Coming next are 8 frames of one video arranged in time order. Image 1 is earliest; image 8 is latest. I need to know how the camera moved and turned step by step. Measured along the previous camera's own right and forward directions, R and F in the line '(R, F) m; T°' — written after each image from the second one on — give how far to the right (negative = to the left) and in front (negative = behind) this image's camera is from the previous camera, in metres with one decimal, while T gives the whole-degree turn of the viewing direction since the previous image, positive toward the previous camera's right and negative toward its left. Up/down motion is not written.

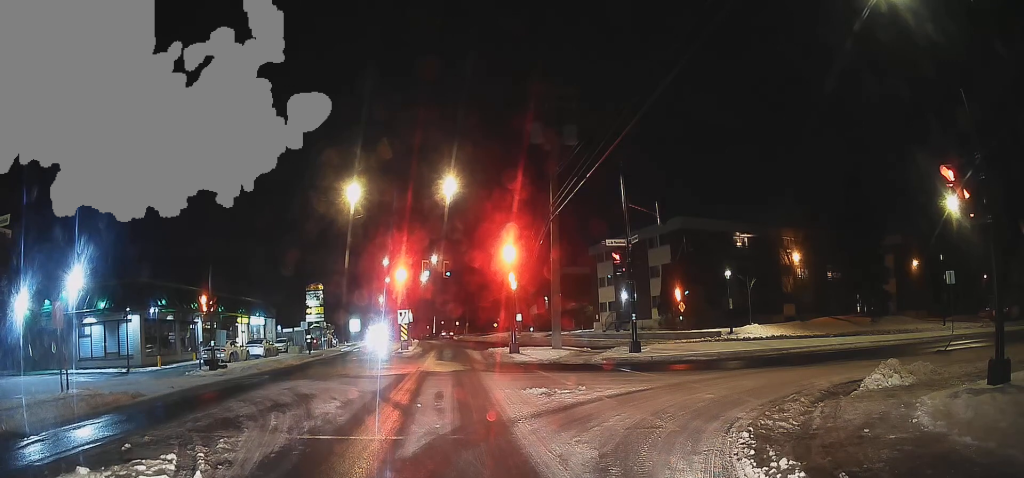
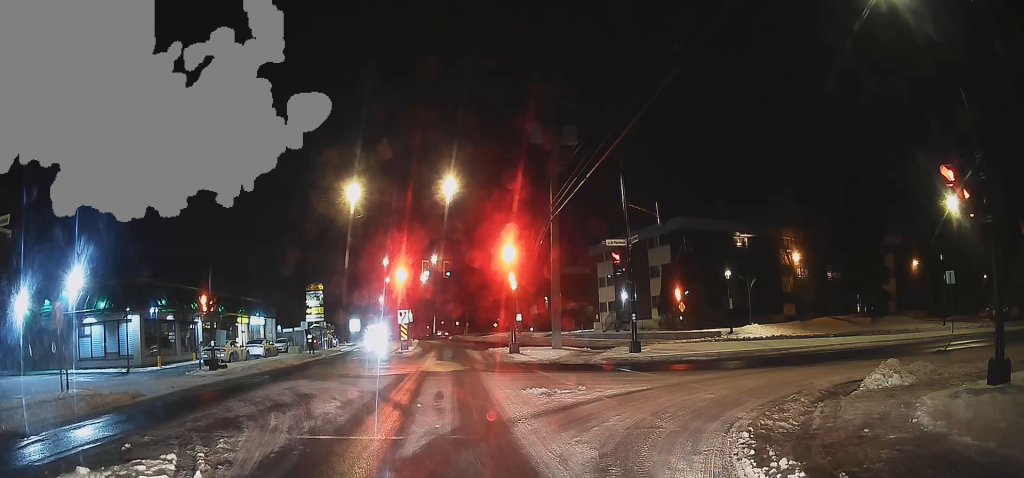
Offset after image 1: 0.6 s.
(0.0, 0.0) m; 0°
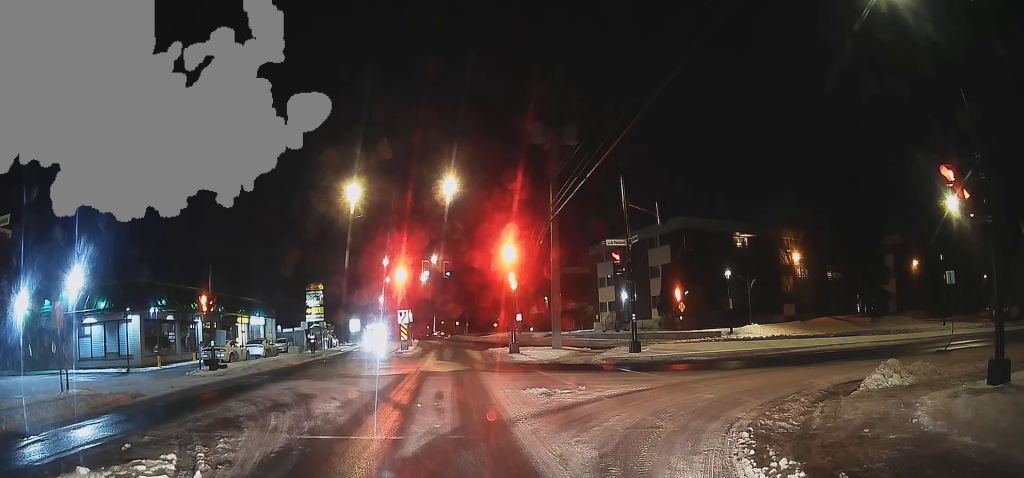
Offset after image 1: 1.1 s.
(0.0, 0.0) m; 0°
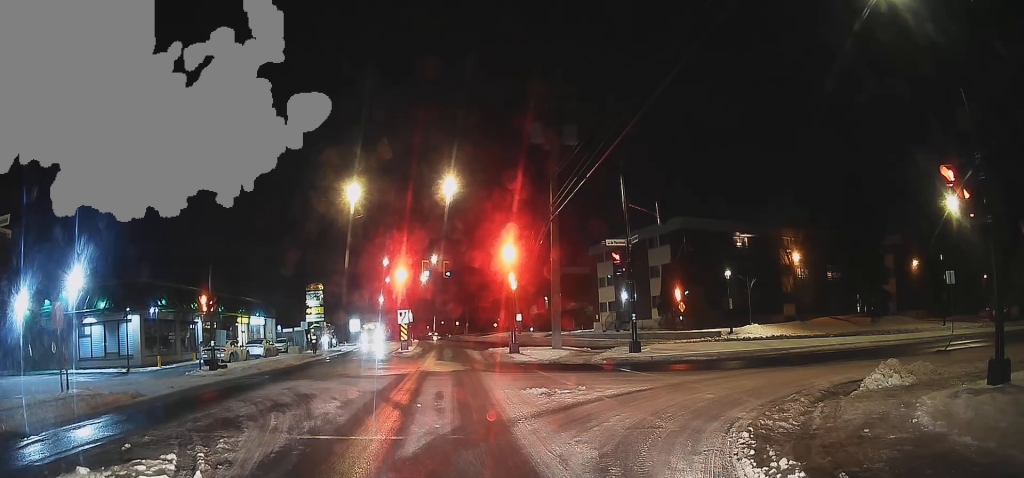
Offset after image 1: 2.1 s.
(0.0, 0.0) m; 0°
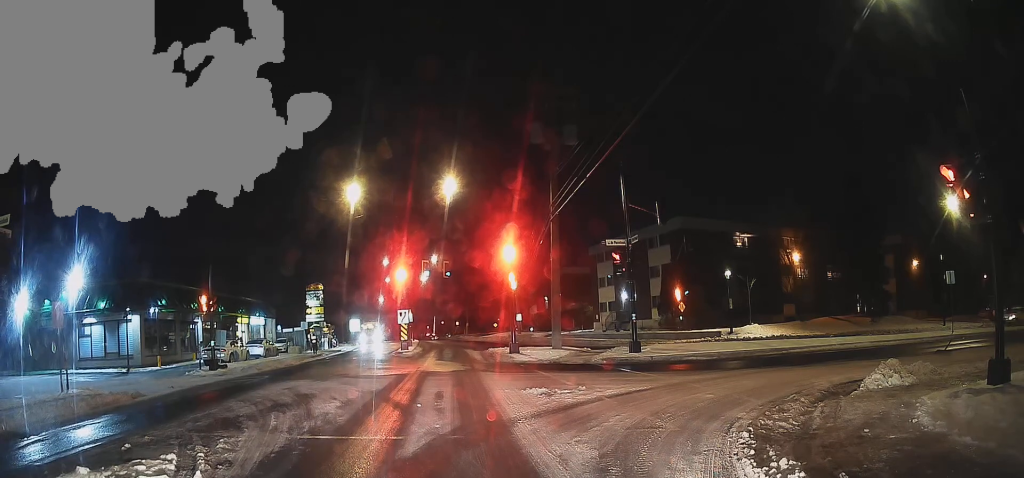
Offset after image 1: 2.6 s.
(0.0, 0.0) m; 0°
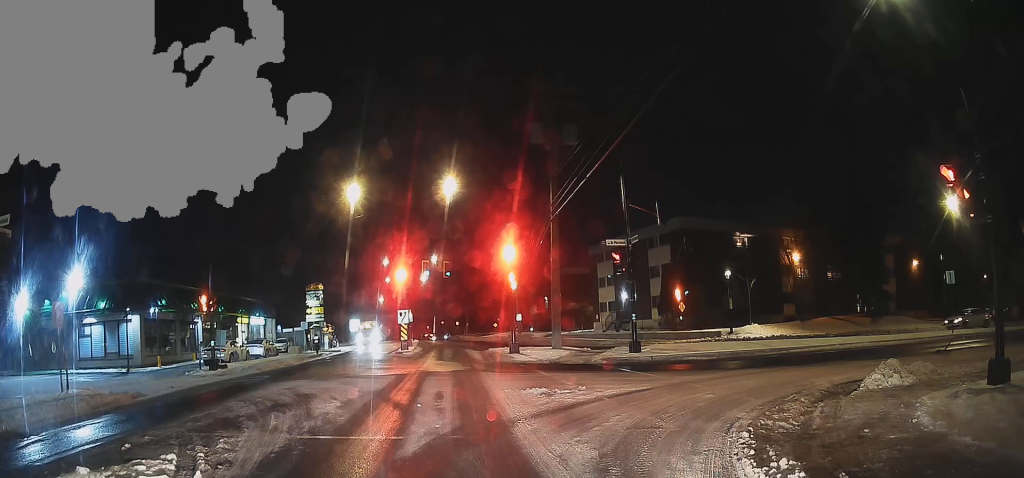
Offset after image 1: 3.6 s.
(0.0, 0.0) m; 0°
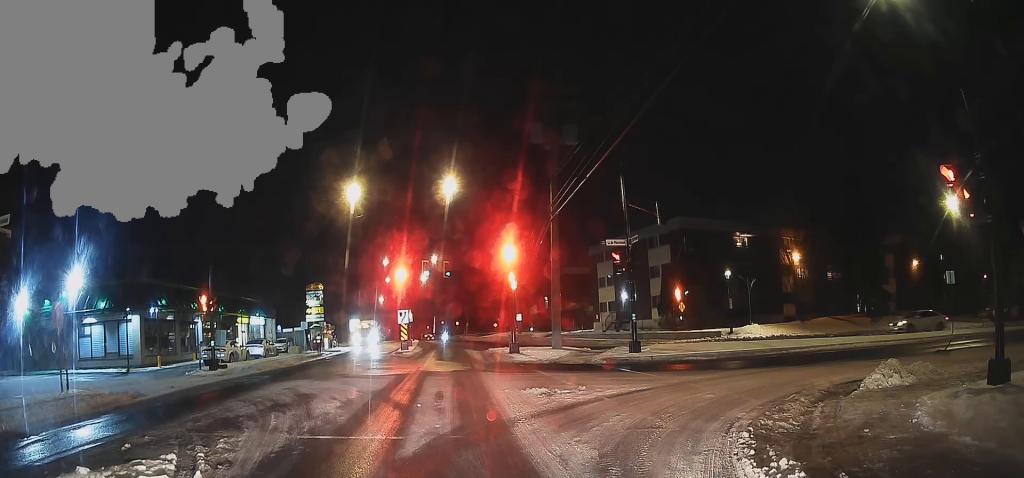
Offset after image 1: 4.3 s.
(0.0, 0.0) m; 0°
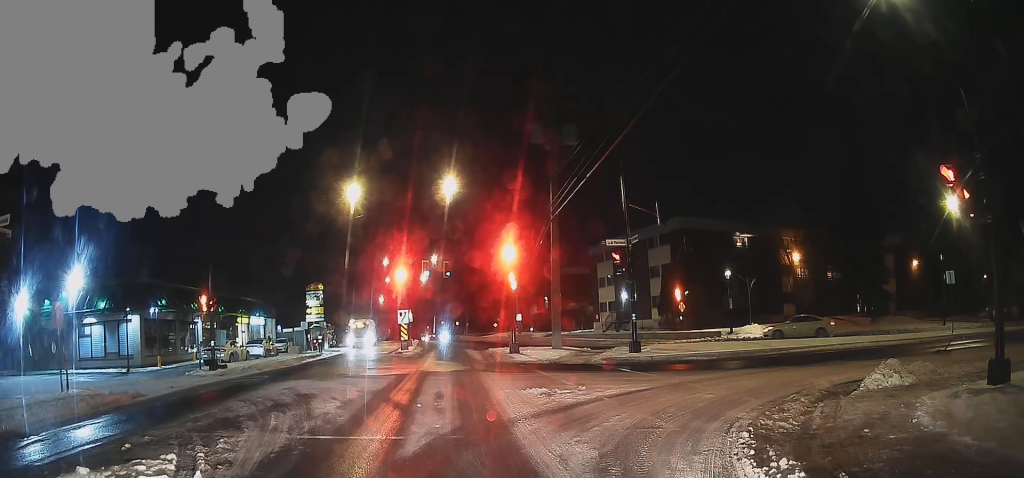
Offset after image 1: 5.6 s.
(0.0, 0.0) m; 0°
